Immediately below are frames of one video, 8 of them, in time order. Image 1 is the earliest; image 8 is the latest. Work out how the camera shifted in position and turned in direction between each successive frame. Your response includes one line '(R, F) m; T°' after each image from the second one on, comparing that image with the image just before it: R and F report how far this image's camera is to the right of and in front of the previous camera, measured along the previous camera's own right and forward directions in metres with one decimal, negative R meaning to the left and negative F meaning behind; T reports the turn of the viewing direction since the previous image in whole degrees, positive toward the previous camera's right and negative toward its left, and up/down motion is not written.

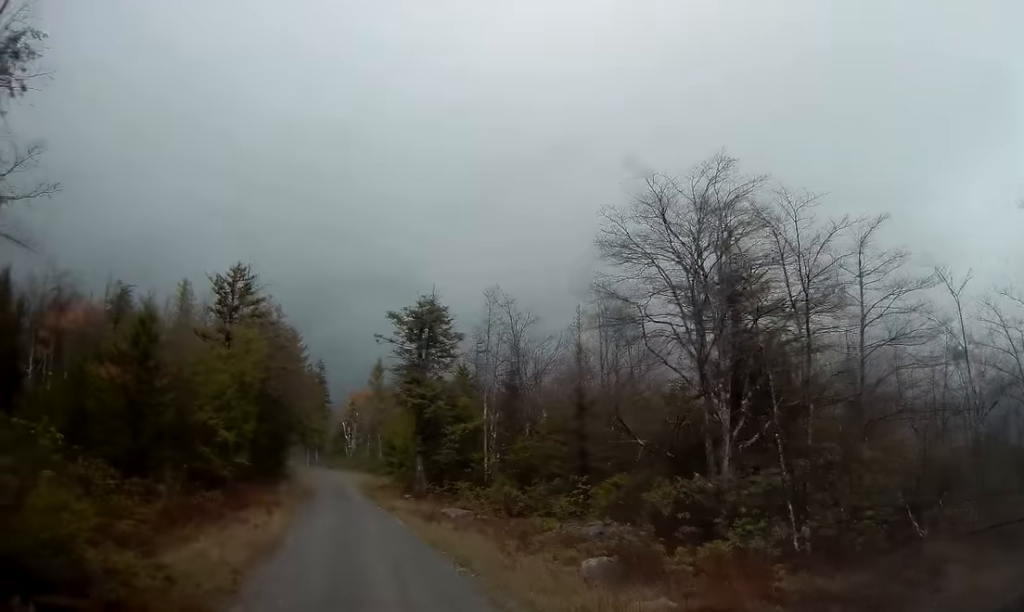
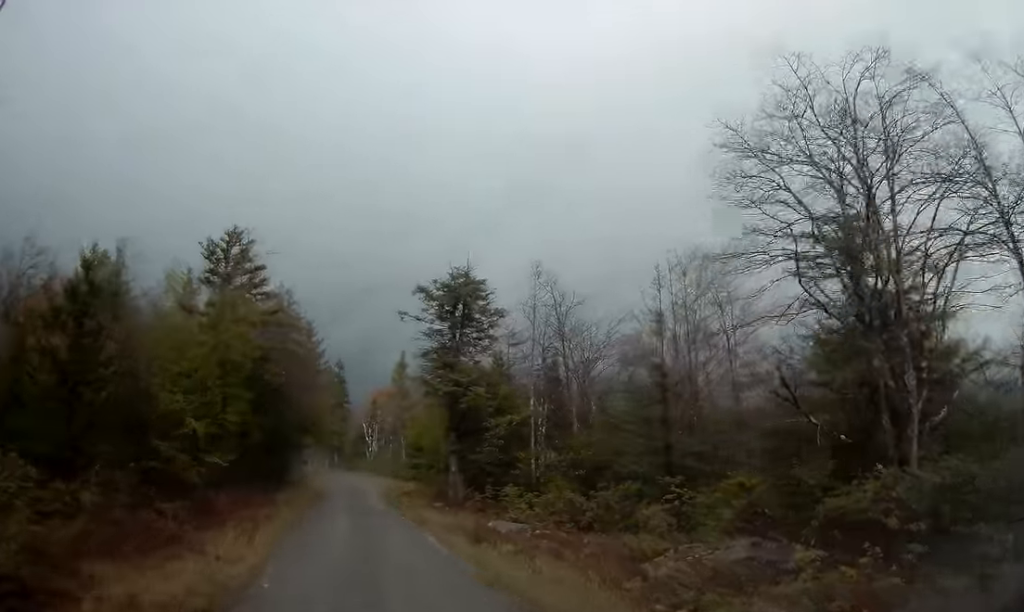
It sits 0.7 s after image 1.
(-0.1, +6.2) m; -2°
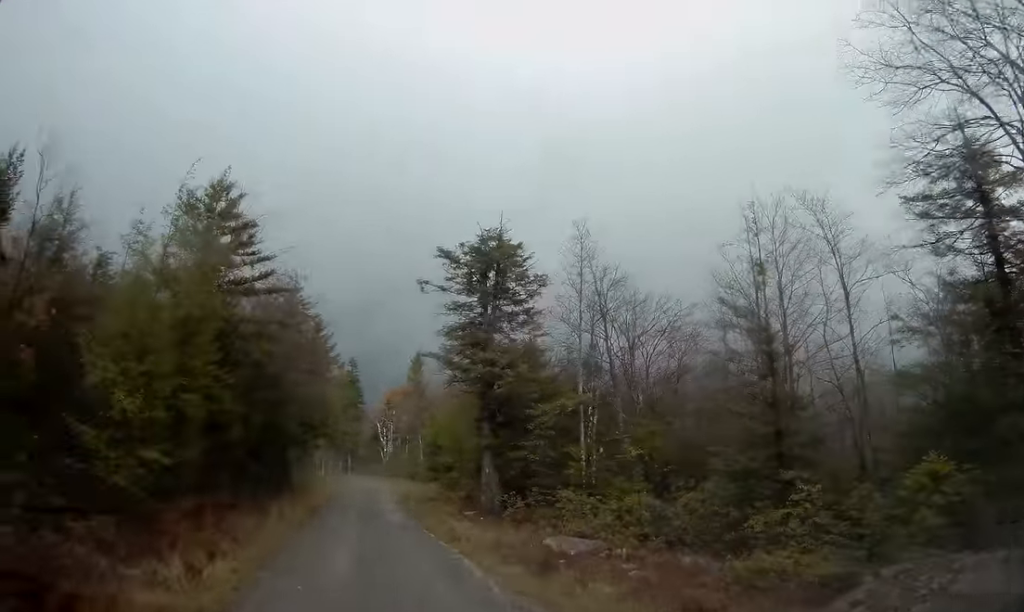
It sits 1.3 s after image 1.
(+0.1, +5.4) m; -2°
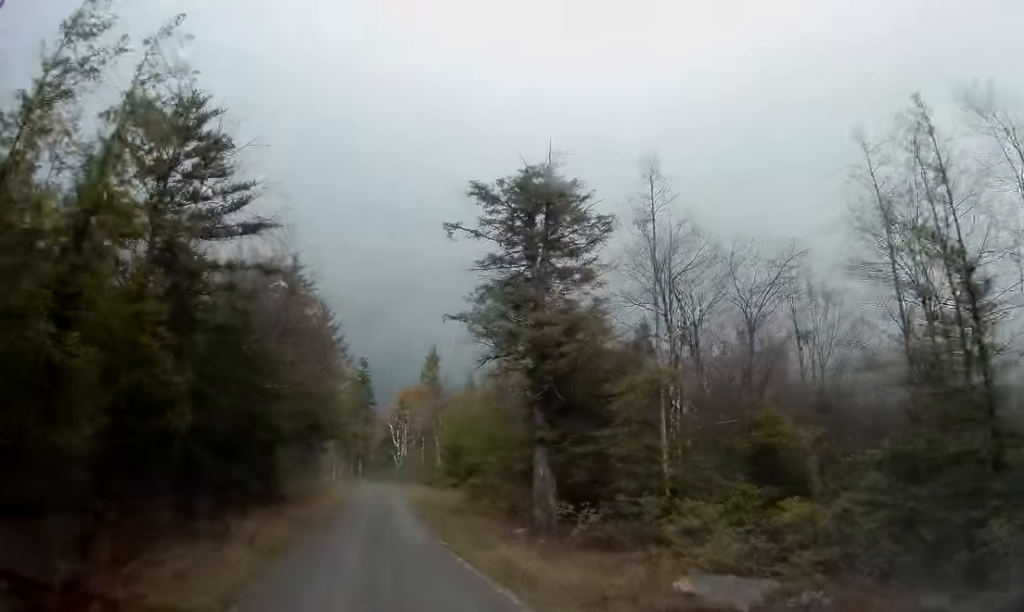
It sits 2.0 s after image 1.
(-0.4, +6.4) m; -2°
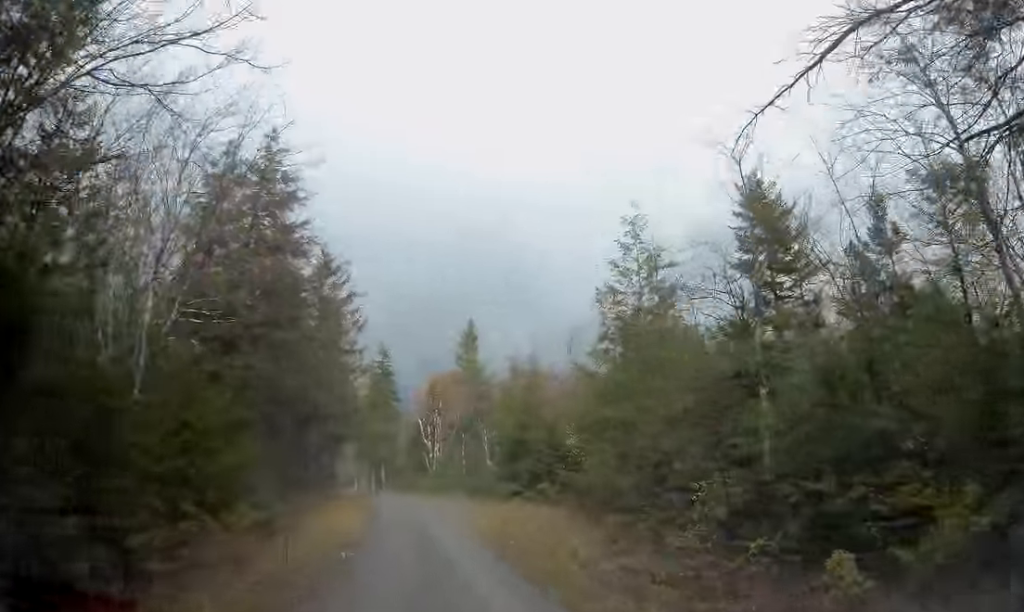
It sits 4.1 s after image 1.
(0.0, +18.0) m; 0°
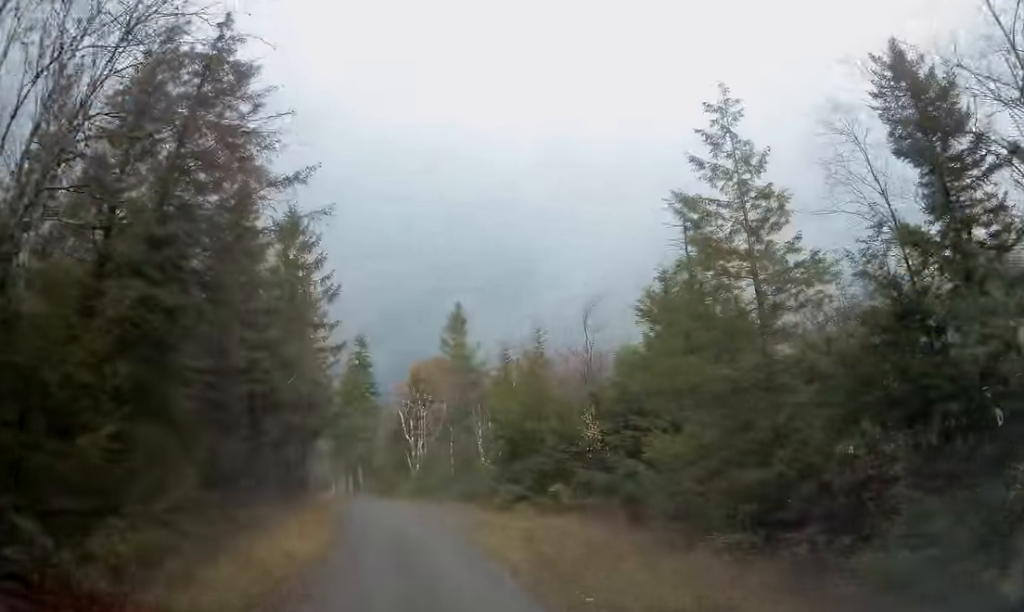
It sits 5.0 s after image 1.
(0.0, +7.8) m; +1°
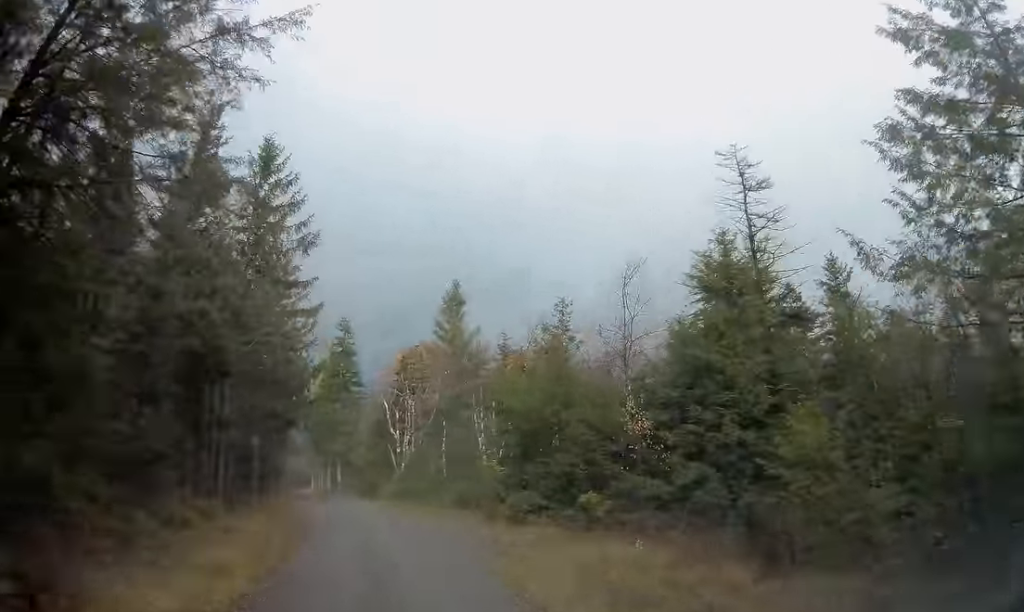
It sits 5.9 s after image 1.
(+0.1, +7.8) m; 0°
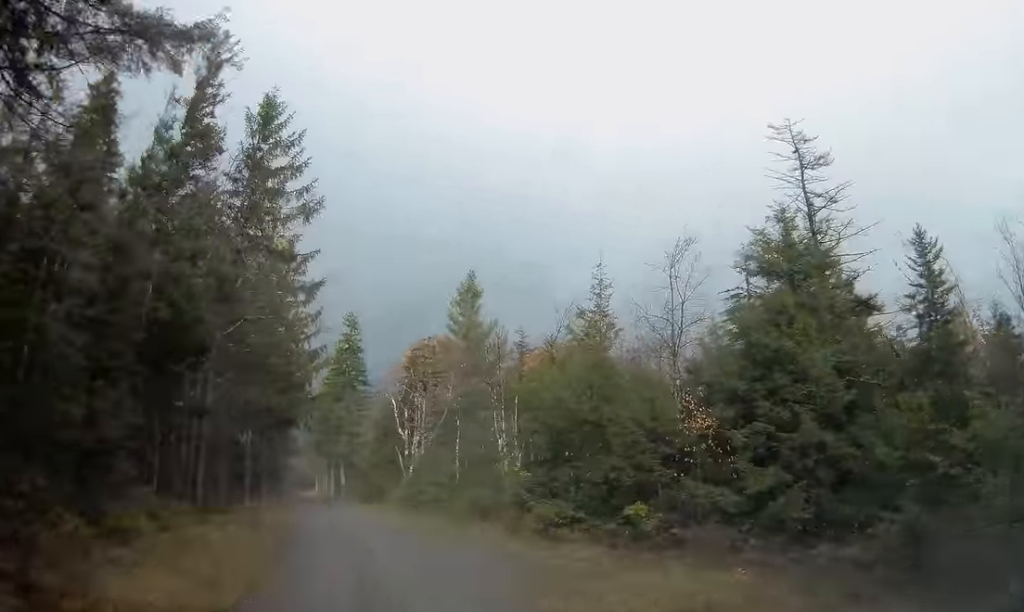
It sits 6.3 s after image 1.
(+0.1, +4.0) m; 0°
